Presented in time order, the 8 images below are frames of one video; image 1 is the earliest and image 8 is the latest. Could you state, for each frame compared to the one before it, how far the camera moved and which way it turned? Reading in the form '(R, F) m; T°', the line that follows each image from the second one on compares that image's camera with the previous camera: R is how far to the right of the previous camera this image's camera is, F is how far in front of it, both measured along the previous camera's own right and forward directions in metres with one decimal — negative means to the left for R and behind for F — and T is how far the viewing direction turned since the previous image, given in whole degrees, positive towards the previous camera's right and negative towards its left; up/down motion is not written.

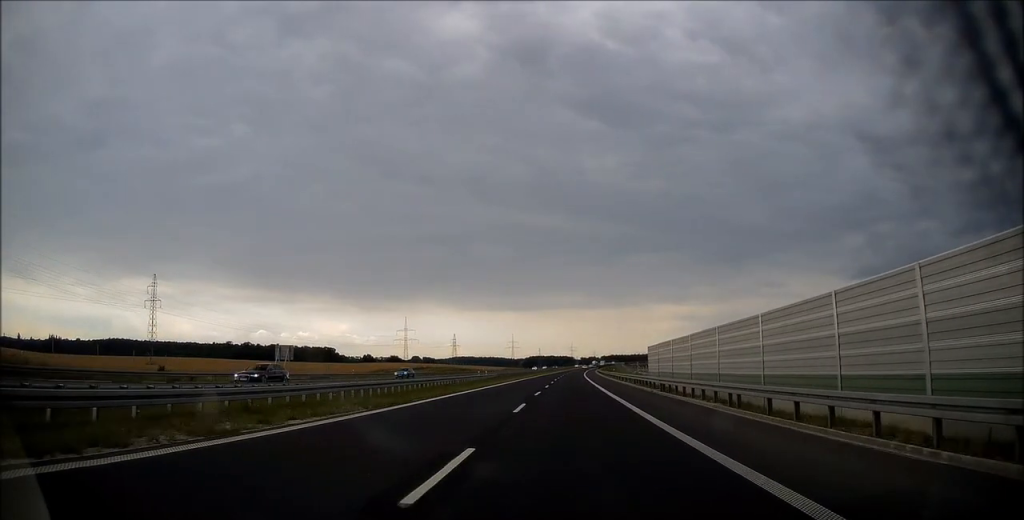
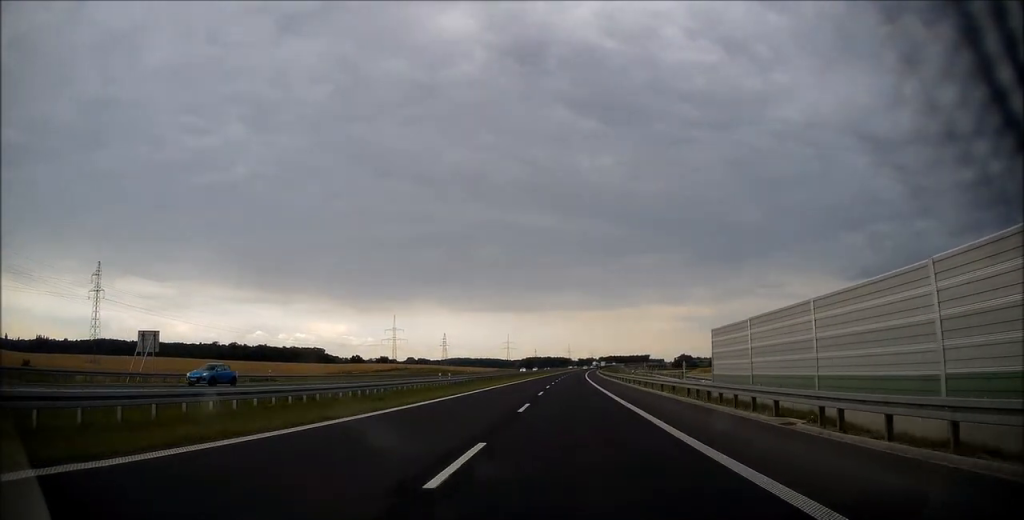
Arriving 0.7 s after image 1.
(+0.1, +22.6) m; +1°
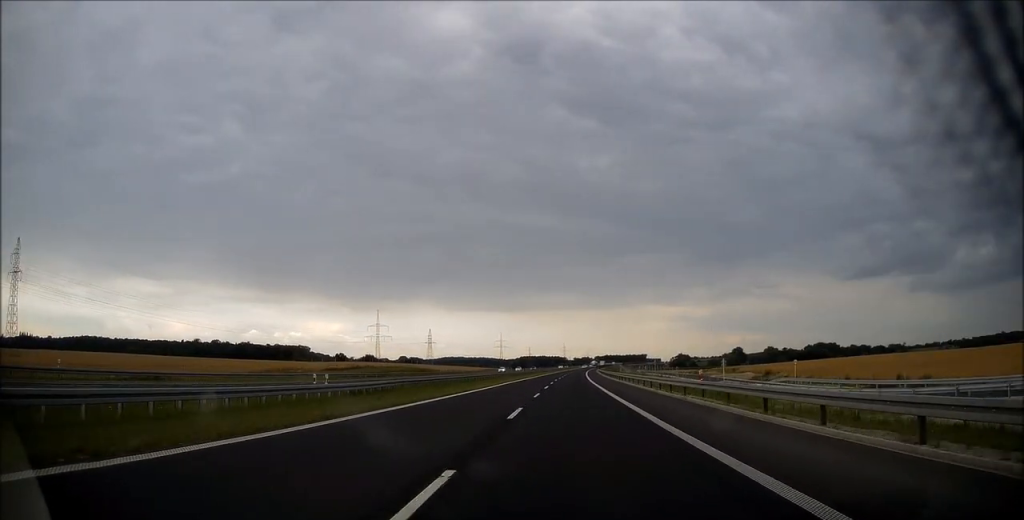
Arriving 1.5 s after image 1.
(+0.1, +27.0) m; +1°
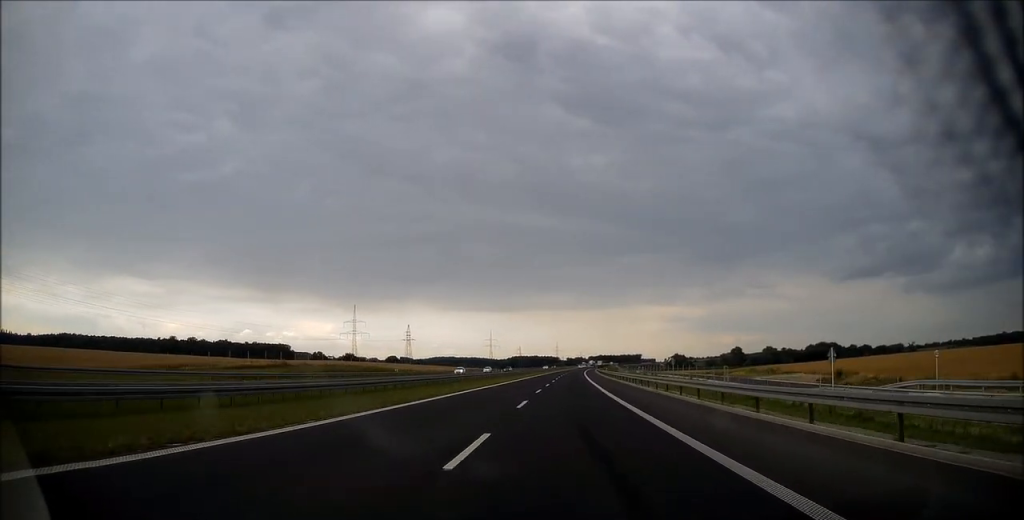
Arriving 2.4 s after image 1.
(+0.2, +31.4) m; 0°
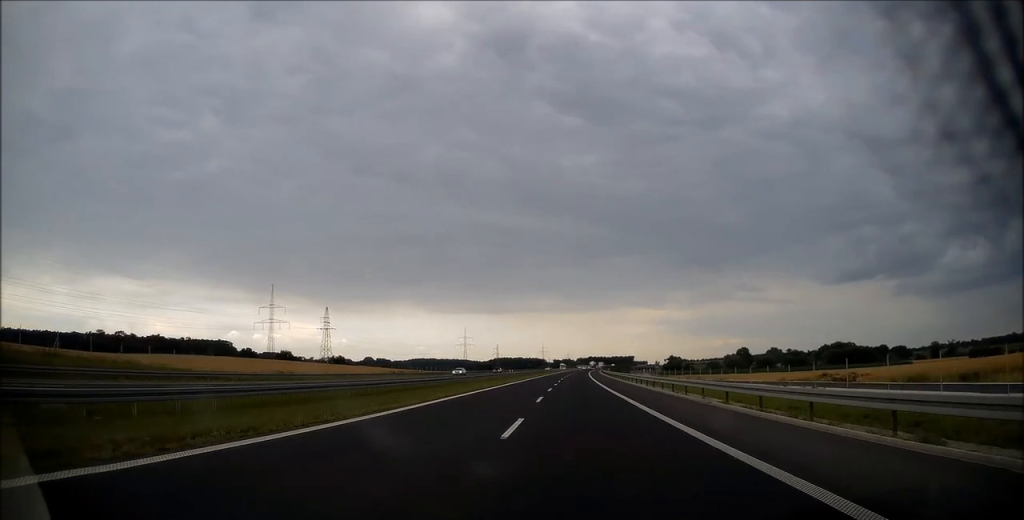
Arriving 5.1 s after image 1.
(+0.9, +91.8) m; +1°
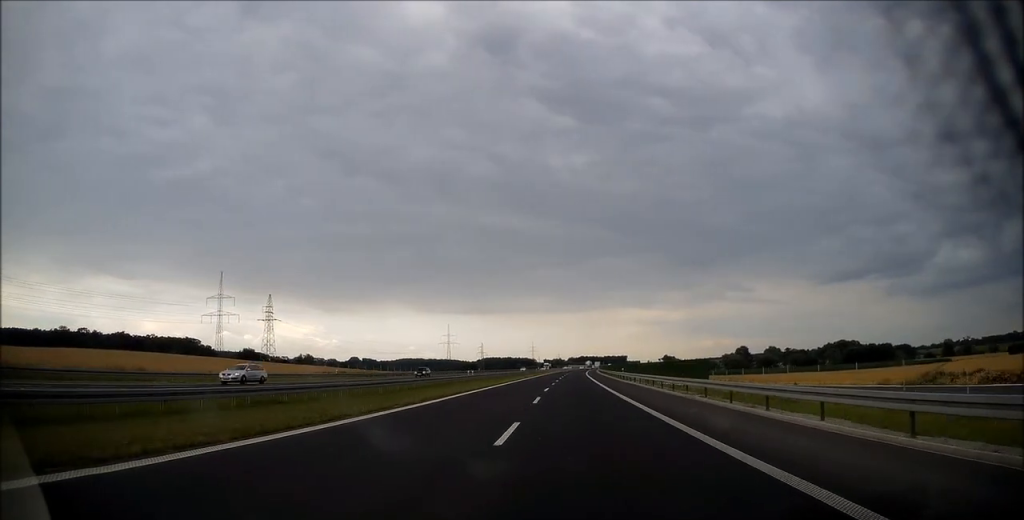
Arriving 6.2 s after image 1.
(+0.1, +36.8) m; +1°
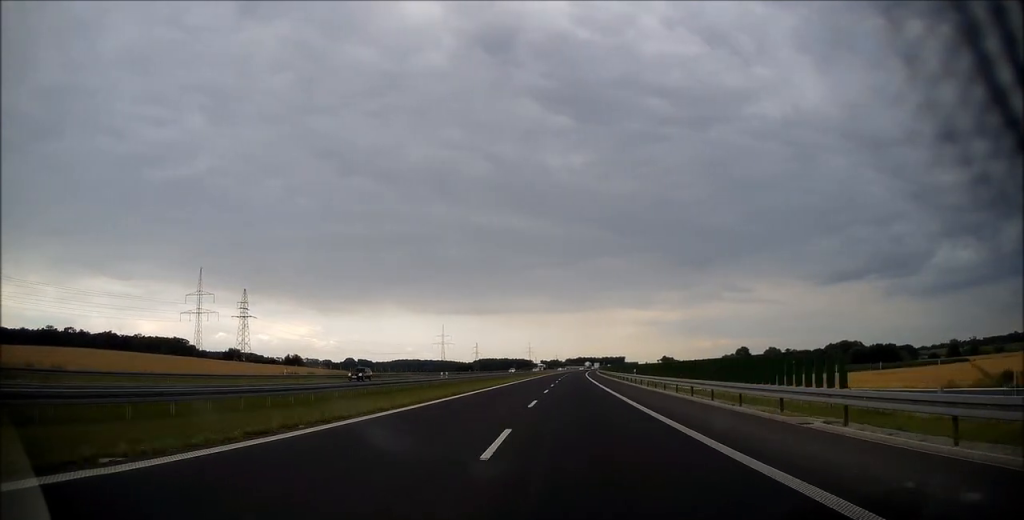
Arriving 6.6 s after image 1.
(0.0, +13.3) m; 0°
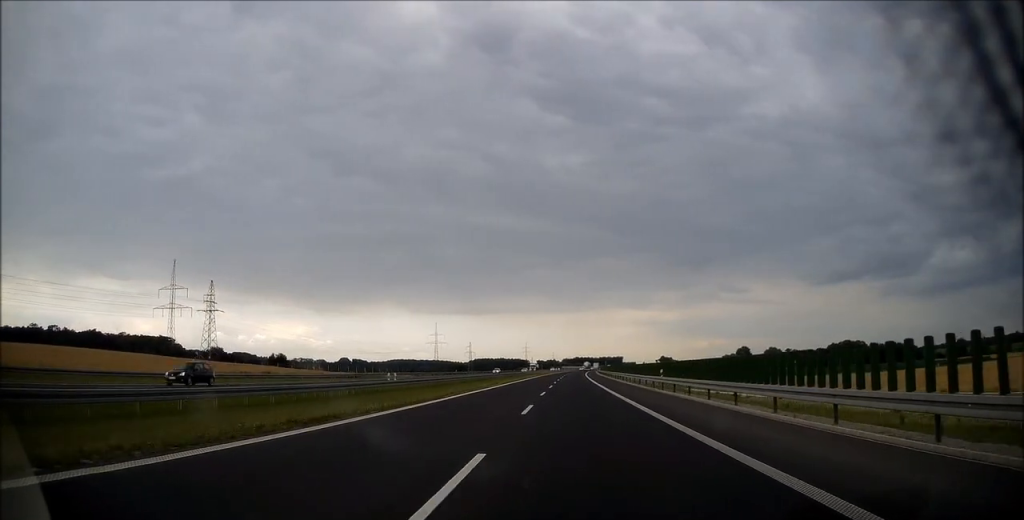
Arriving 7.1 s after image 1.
(+0.2, +15.6) m; 0°
